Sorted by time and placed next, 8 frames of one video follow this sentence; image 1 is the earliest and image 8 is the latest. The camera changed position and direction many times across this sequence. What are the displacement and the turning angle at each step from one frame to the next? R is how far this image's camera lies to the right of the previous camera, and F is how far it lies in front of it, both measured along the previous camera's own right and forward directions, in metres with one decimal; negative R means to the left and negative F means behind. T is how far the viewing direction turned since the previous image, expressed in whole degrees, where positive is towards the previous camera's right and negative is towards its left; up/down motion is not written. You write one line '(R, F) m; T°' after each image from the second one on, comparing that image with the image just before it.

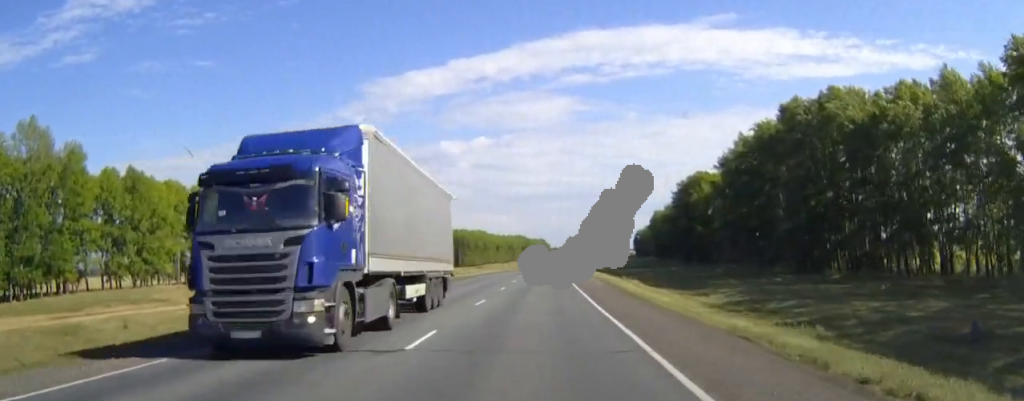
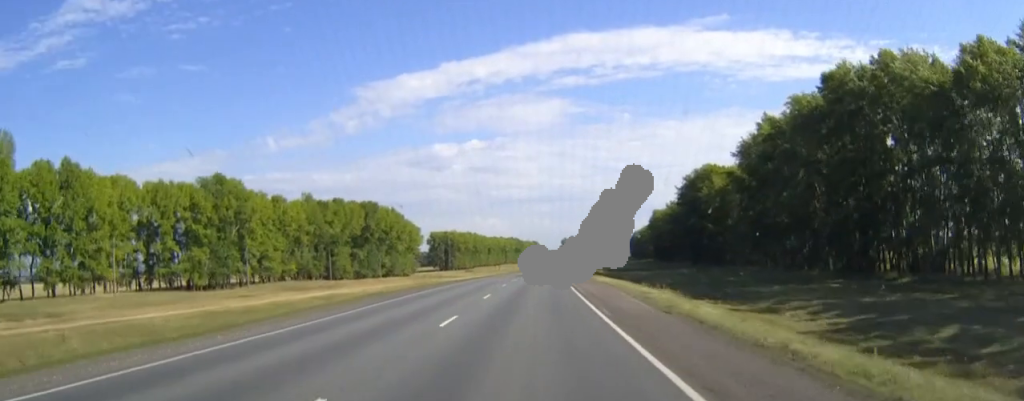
(+0.1, +19.1) m; +1°
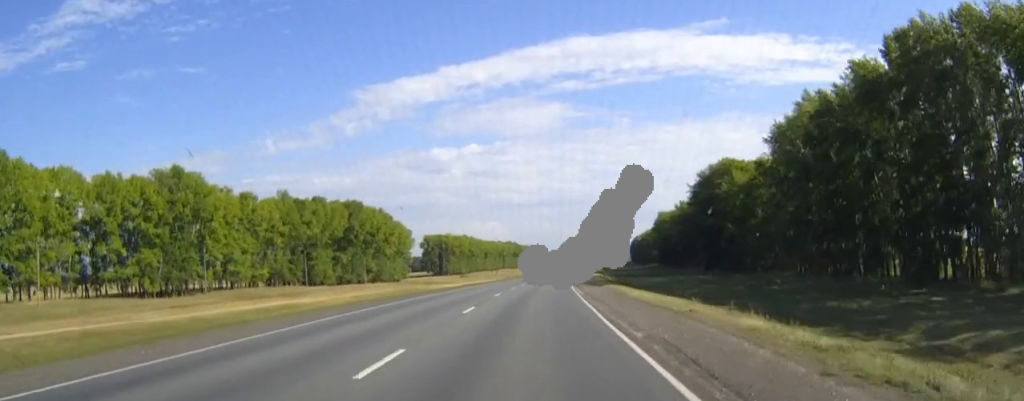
(+0.1, +19.3) m; 0°
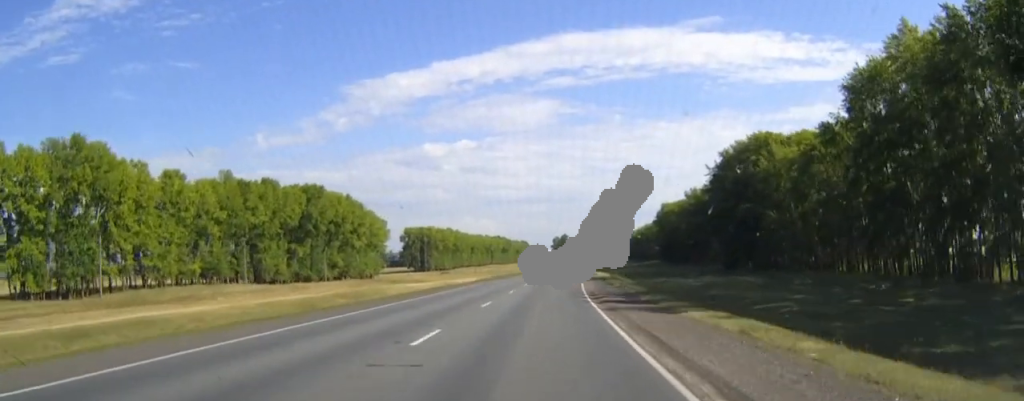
(+0.1, +32.2) m; +1°
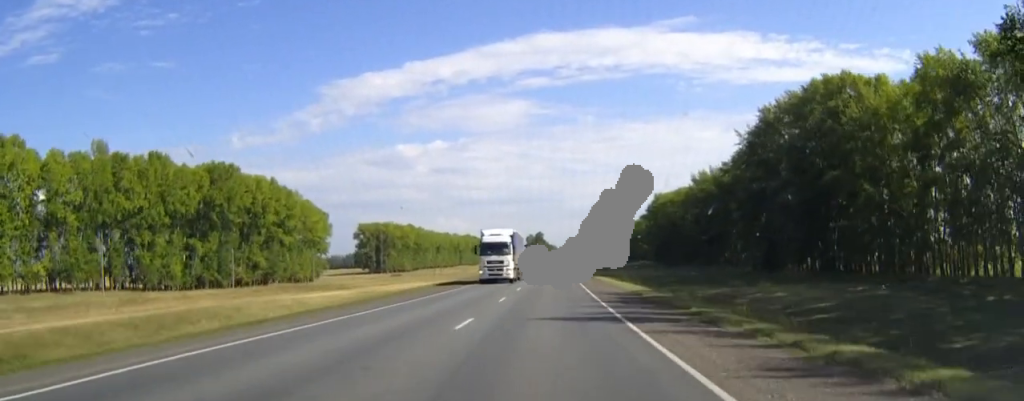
(+0.7, +44.7) m; +2°
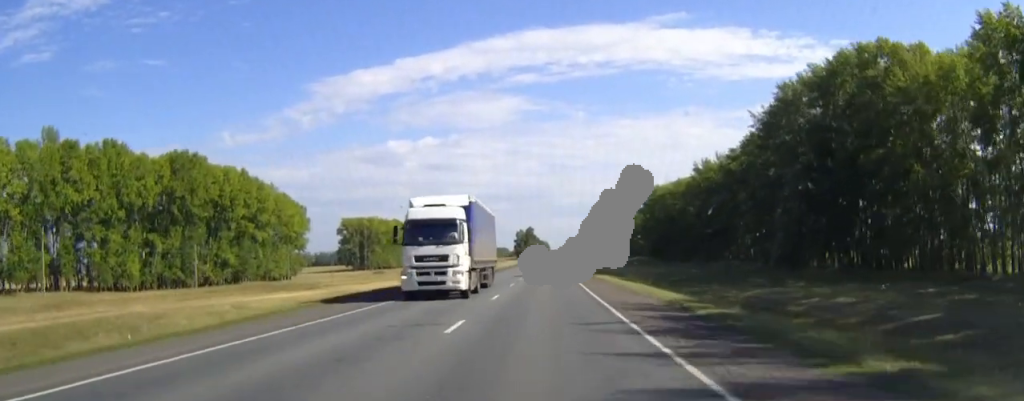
(+0.1, +13.3) m; 0°
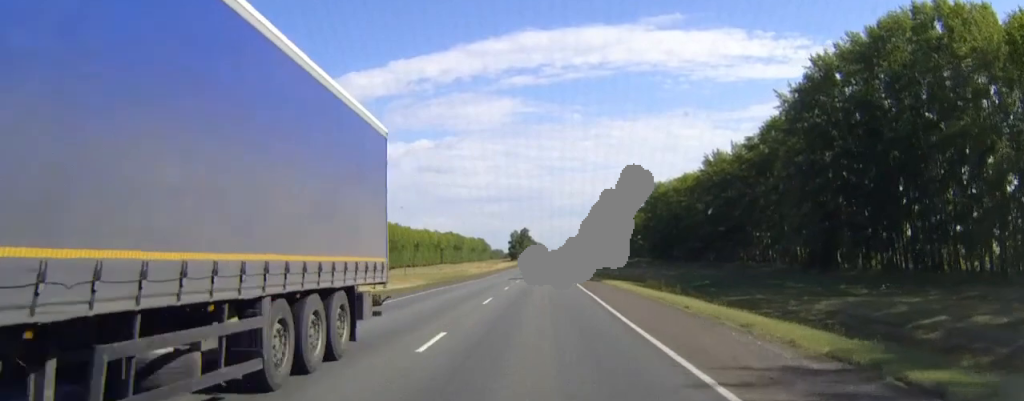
(+0.1, +14.9) m; 0°
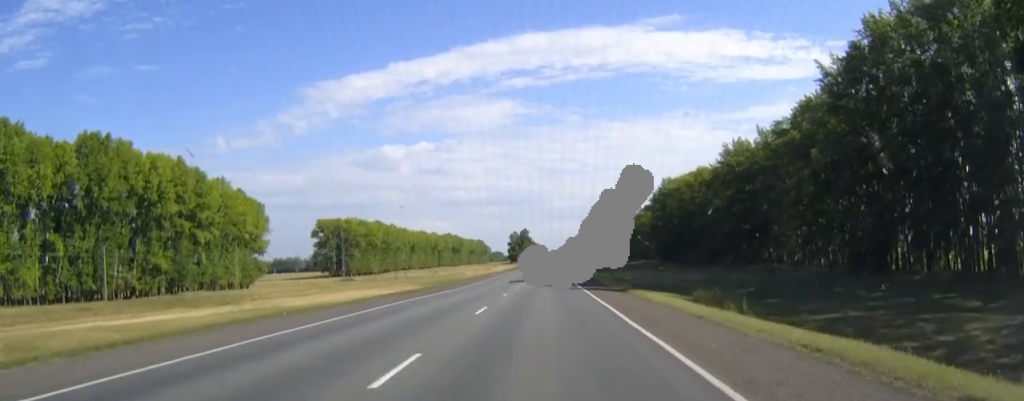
(0.0, +15.5) m; 0°
